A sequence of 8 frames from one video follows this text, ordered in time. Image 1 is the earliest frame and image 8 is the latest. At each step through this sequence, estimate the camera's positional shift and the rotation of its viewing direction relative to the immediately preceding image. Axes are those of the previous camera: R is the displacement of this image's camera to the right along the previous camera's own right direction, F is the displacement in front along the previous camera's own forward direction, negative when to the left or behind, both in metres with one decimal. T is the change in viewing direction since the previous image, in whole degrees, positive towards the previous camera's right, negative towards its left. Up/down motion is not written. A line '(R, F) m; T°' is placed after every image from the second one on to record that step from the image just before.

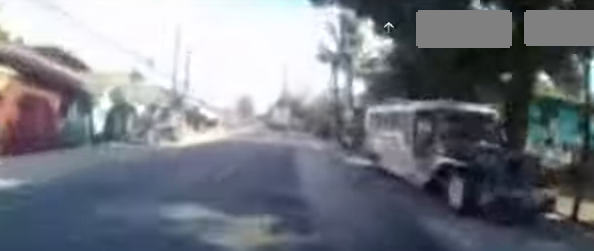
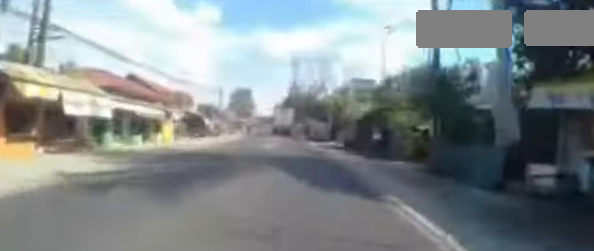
(-0.2, +19.0) m; -1°
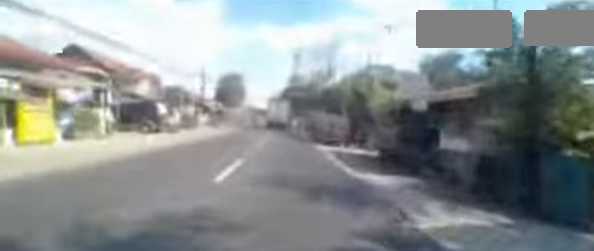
(0.0, +10.1) m; -1°
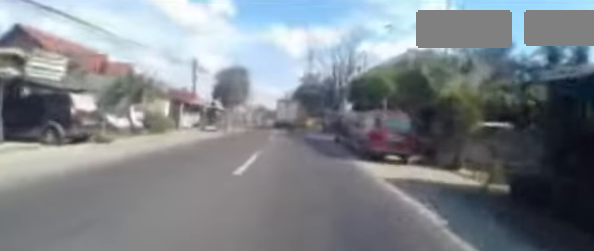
(-0.1, +8.4) m; -3°
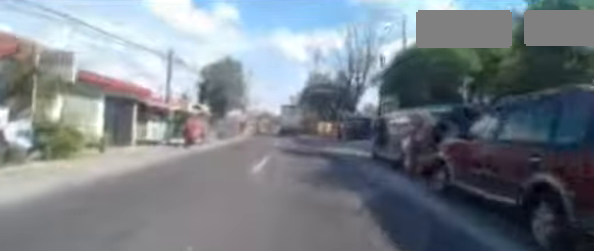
(-0.3, +8.3) m; -1°
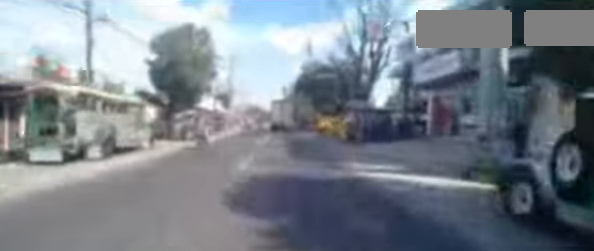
(-0.1, +8.1) m; 0°
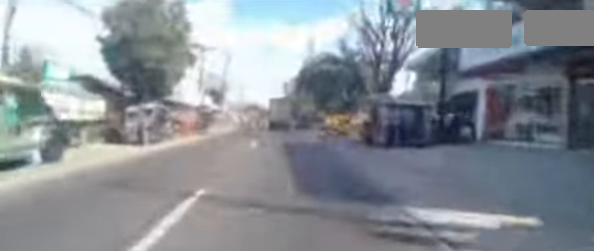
(+0.2, +5.2) m; +1°
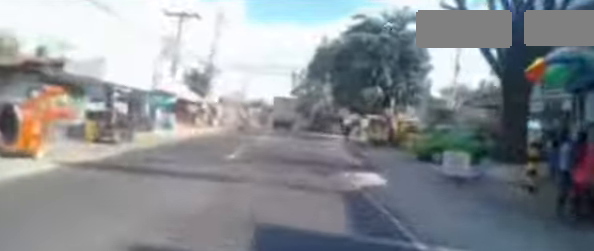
(-0.1, +11.6) m; -3°
